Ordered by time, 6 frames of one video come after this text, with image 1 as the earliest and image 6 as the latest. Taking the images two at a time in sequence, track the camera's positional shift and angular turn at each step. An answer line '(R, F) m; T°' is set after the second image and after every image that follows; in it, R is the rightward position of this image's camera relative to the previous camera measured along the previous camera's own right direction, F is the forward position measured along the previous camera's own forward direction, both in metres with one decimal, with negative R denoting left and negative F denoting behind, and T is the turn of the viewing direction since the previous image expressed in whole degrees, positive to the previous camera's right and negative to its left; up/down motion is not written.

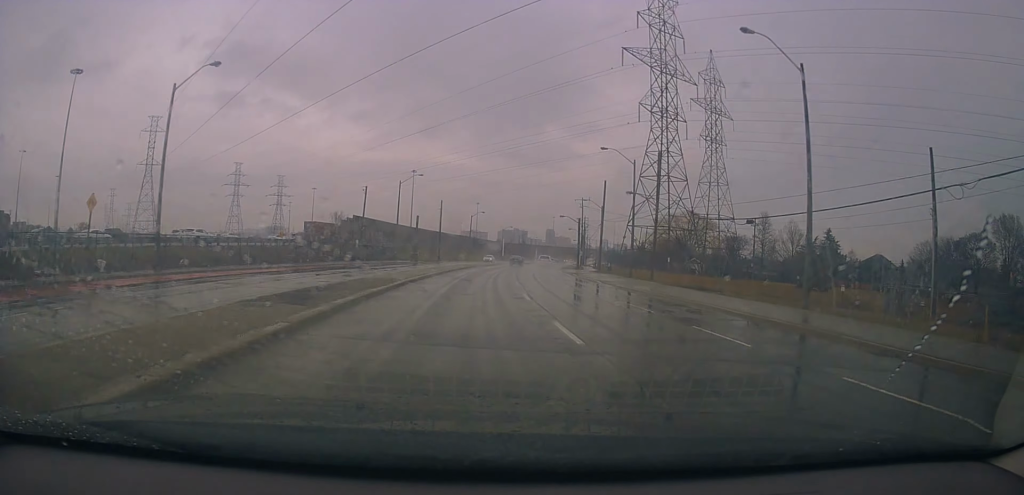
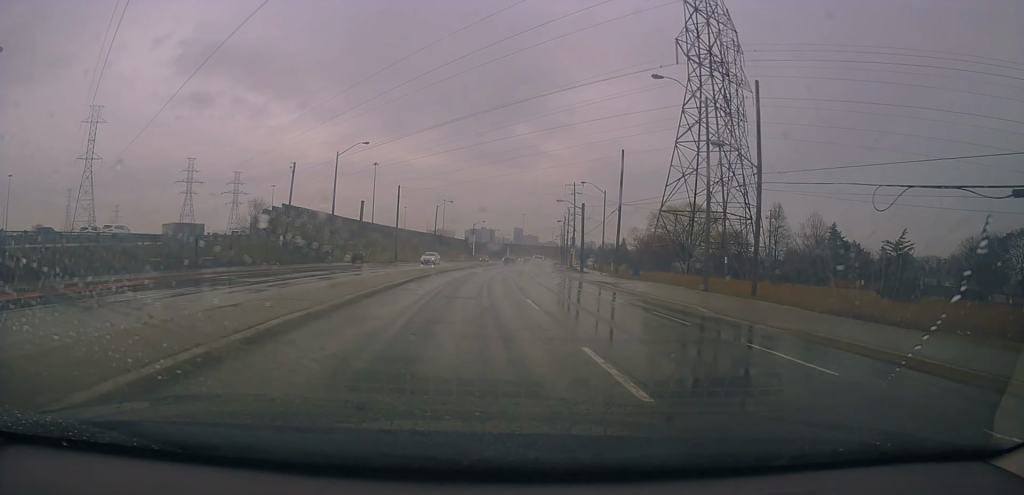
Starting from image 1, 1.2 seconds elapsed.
(+0.6, +18.6) m; +4°
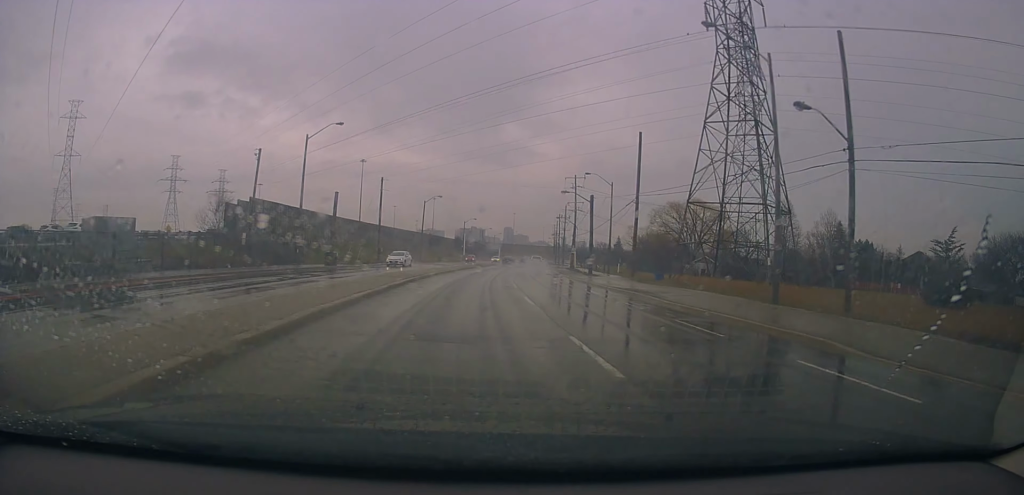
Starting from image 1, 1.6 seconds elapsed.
(+0.1, +6.5) m; +1°
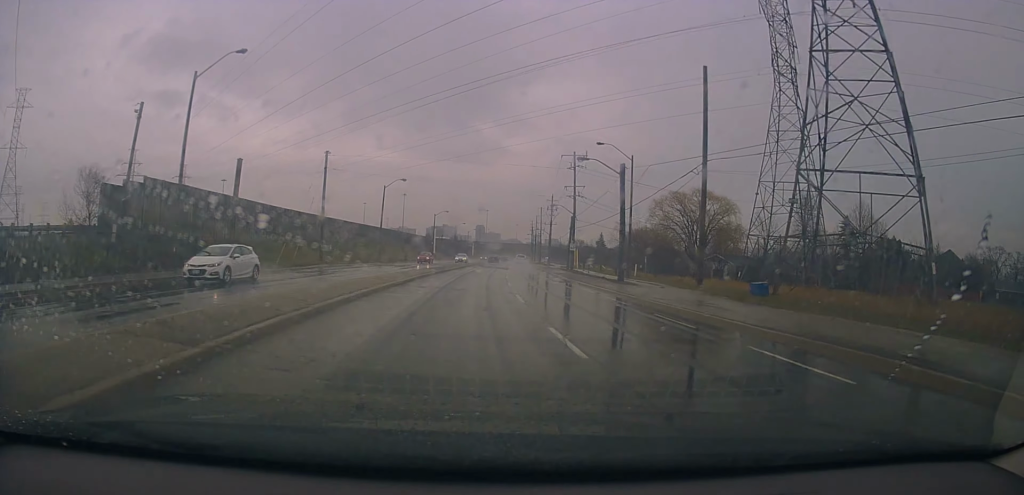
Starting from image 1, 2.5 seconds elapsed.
(+0.4, +16.0) m; +2°
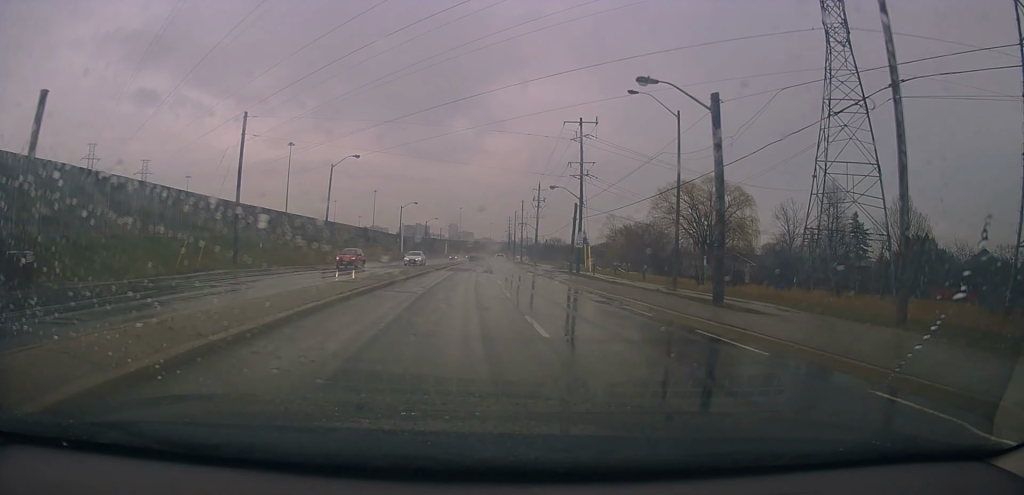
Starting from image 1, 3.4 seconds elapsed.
(+0.1, +16.8) m; +2°
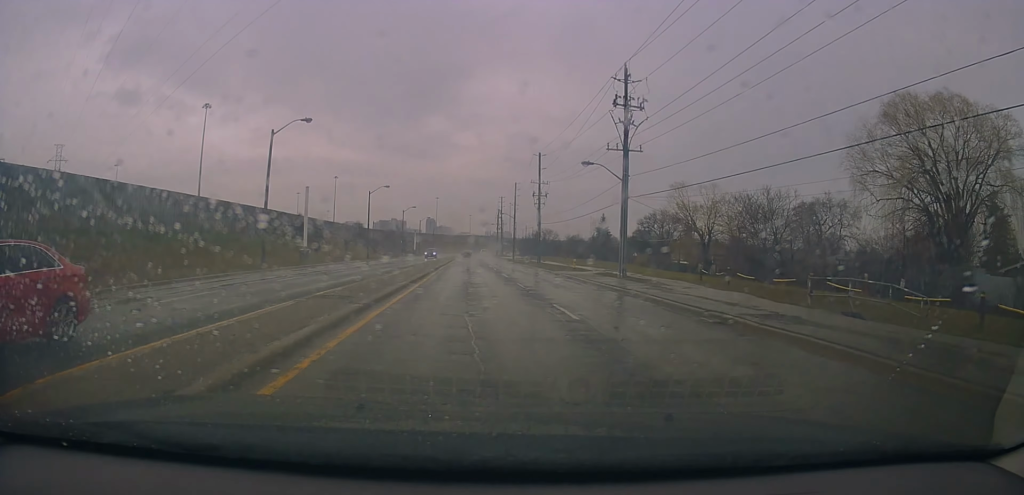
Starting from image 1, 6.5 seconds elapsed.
(+2.5, +64.2) m; +2°
